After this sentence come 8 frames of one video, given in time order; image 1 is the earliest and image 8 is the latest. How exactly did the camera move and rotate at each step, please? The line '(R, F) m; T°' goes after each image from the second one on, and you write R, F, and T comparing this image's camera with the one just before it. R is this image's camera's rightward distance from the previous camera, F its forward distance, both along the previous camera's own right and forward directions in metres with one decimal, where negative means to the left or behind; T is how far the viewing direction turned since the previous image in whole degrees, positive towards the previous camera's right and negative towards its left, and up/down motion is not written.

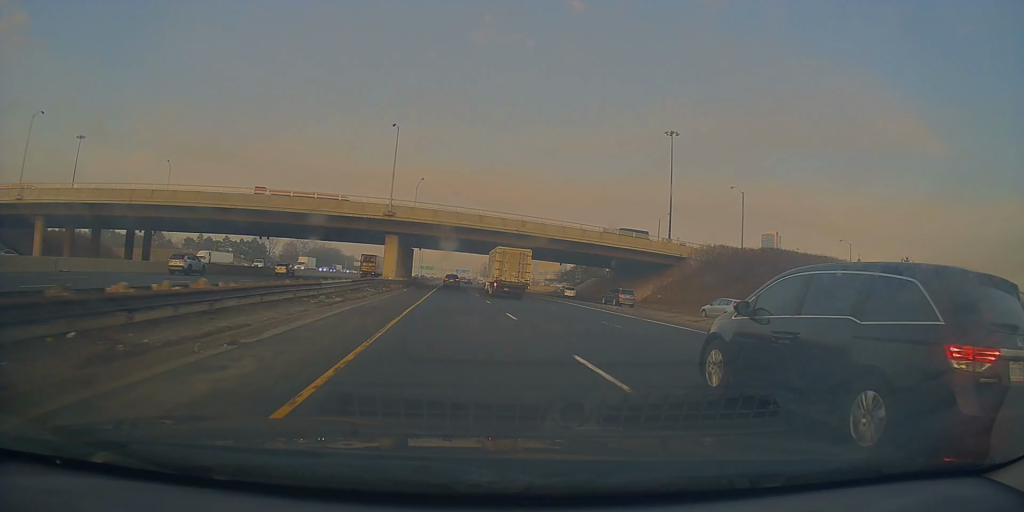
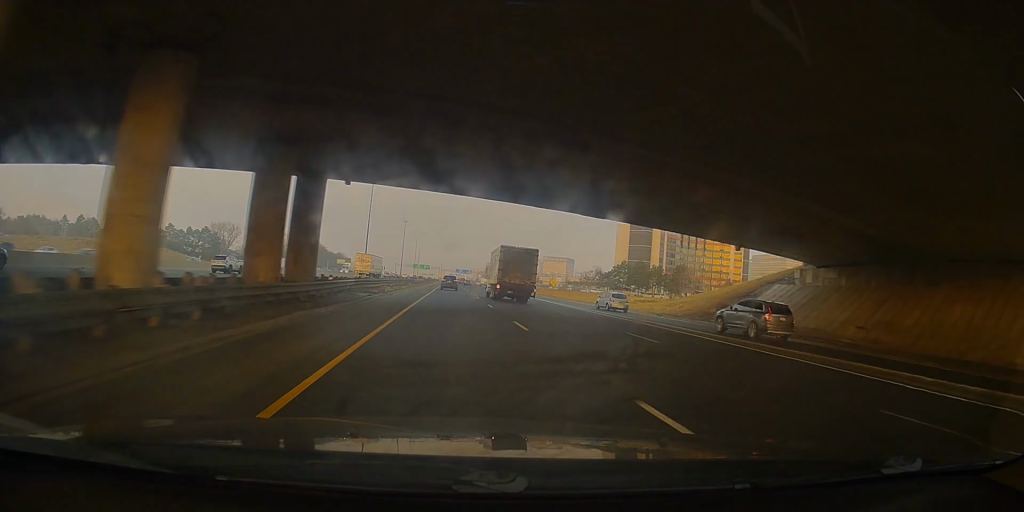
(0.0, +64.1) m; 0°
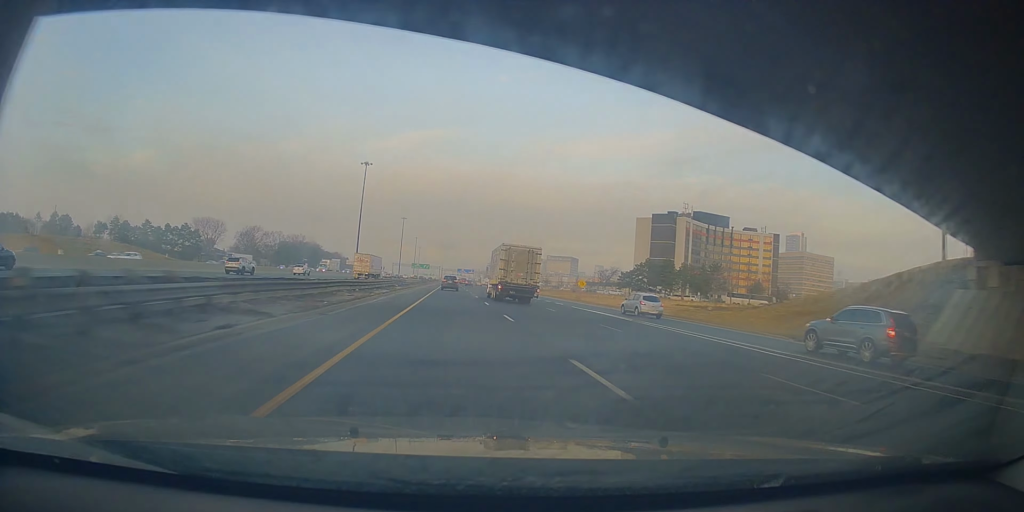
(0.0, +20.8) m; 0°
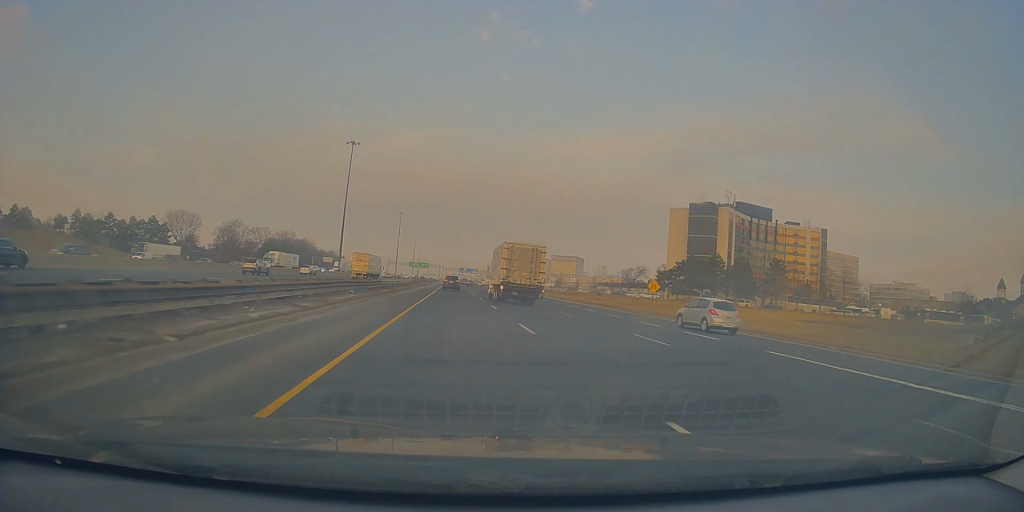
(-0.1, +28.3) m; -1°
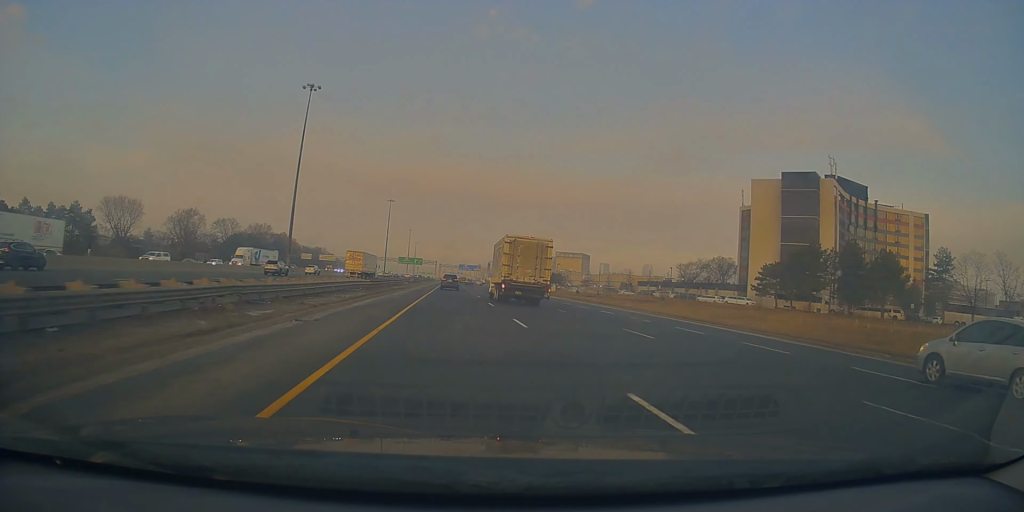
(-0.1, +47.1) m; +1°
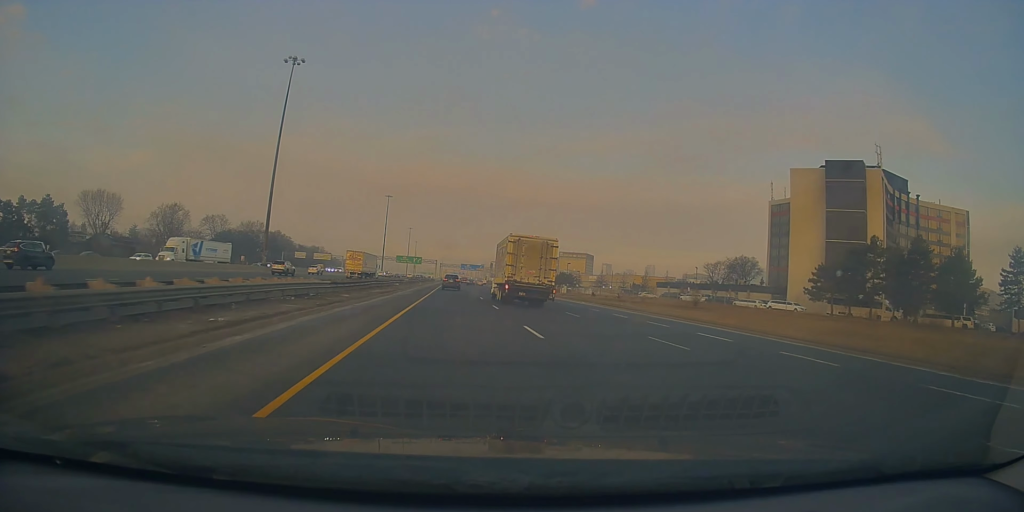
(+0.1, +14.6) m; 0°
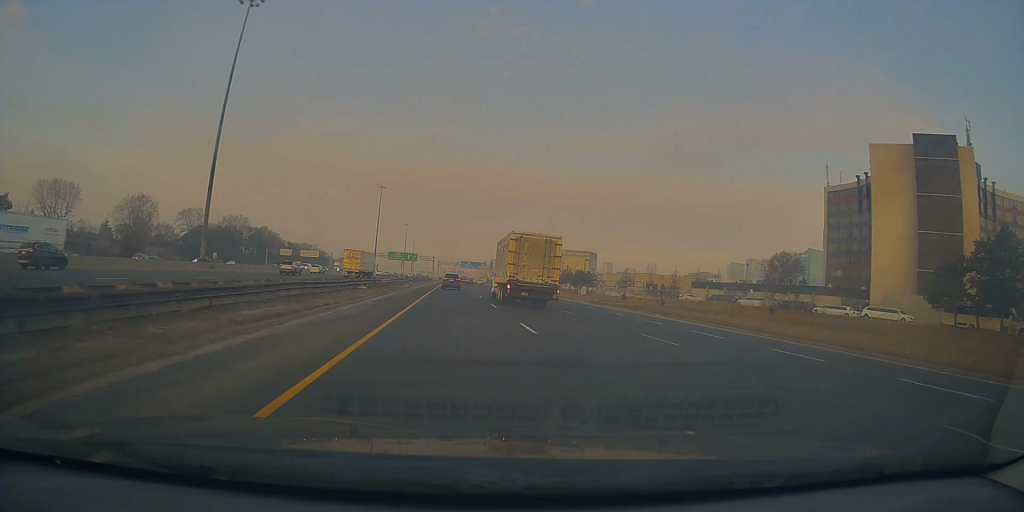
(0.0, +23.8) m; 0°
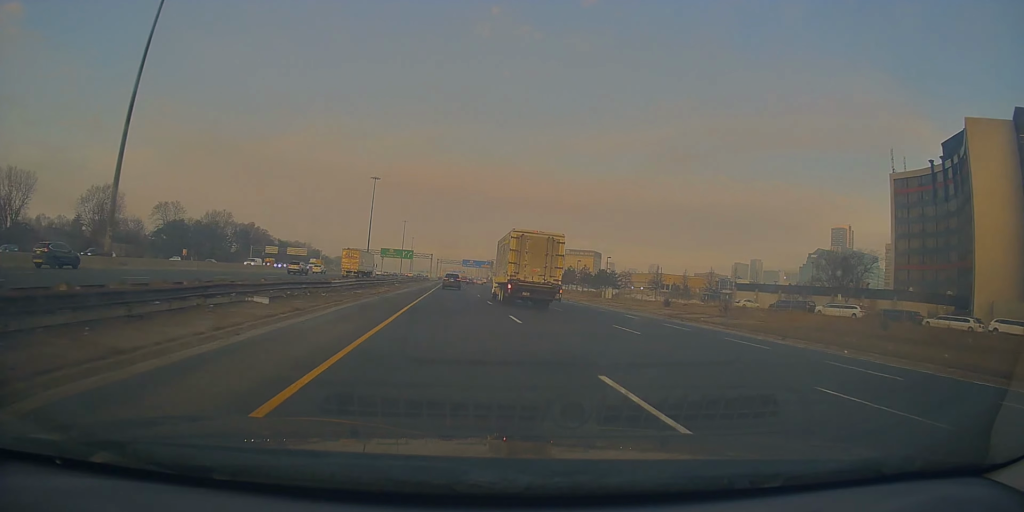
(0.0, +21.3) m; 0°
